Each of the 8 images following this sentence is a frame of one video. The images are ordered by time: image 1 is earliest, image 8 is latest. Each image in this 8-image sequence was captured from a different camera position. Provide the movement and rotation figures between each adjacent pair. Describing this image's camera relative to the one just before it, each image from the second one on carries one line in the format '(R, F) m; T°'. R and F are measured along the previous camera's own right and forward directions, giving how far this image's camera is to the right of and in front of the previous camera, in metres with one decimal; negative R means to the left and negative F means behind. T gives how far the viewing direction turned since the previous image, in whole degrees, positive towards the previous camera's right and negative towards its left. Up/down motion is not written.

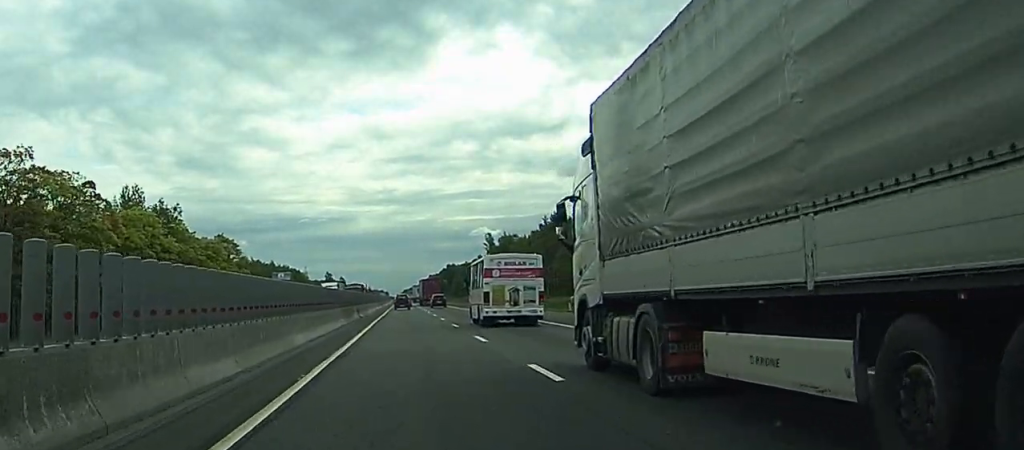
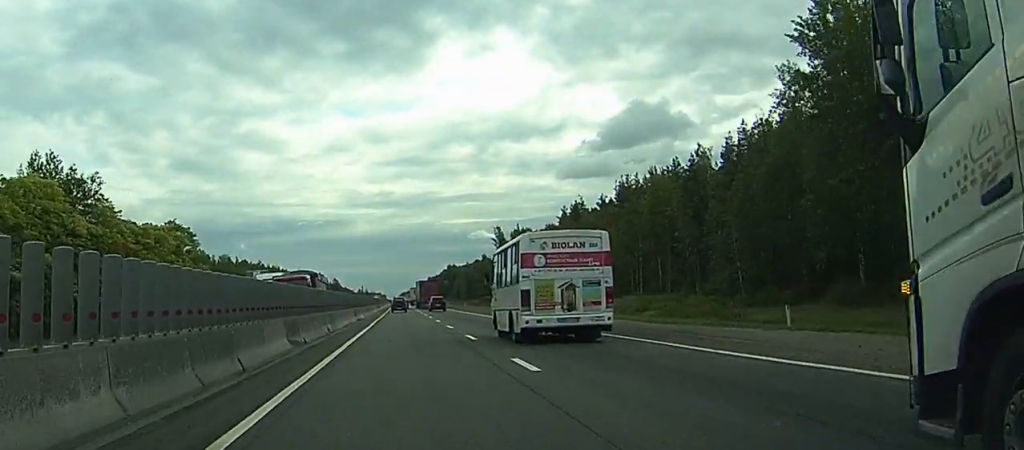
(0.0, +34.0) m; 0°
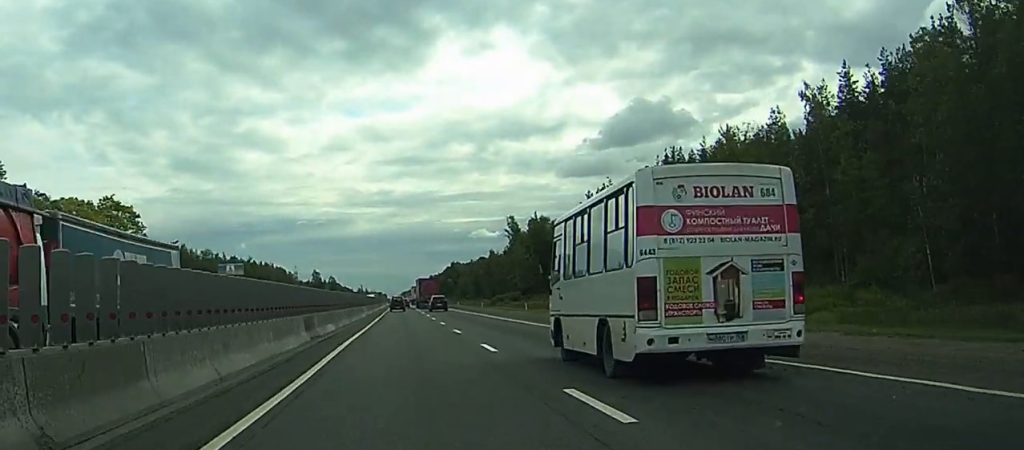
(0.0, +30.0) m; 0°
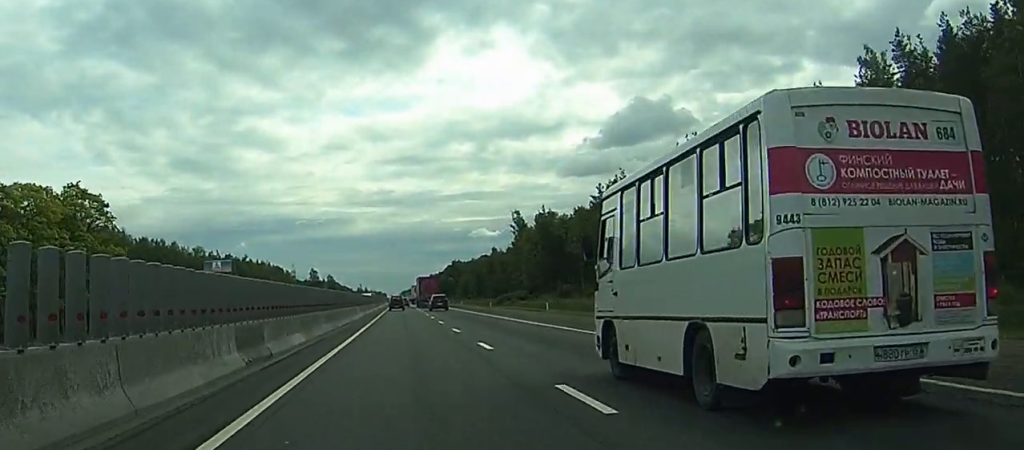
(0.0, +11.5) m; 0°
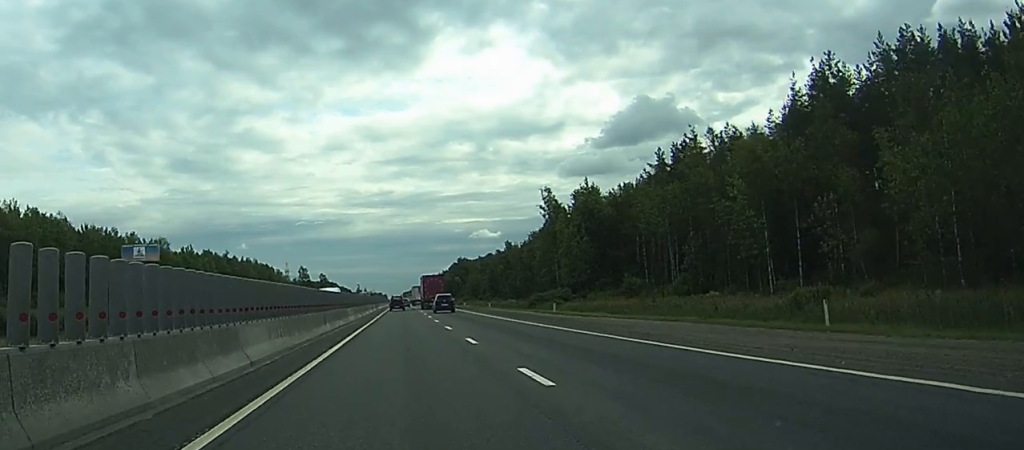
(+0.4, +44.8) m; +2°
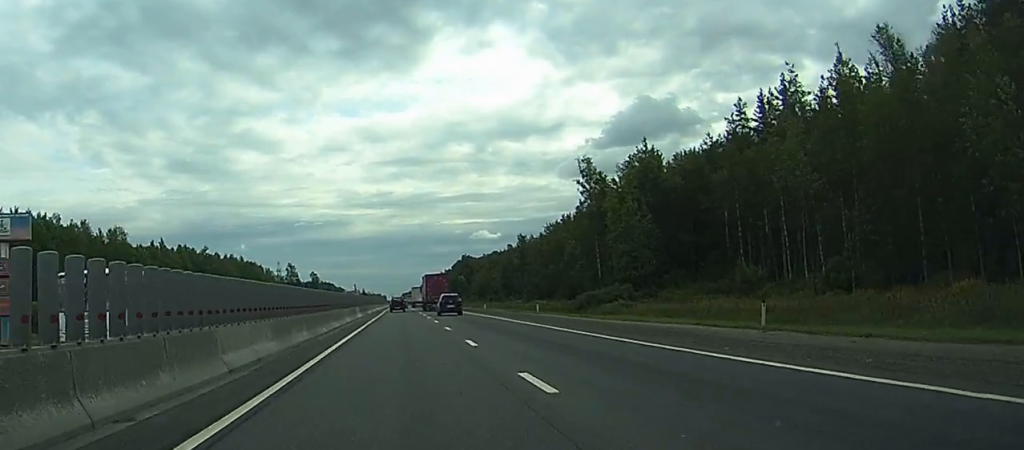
(+0.5, +36.9) m; -1°
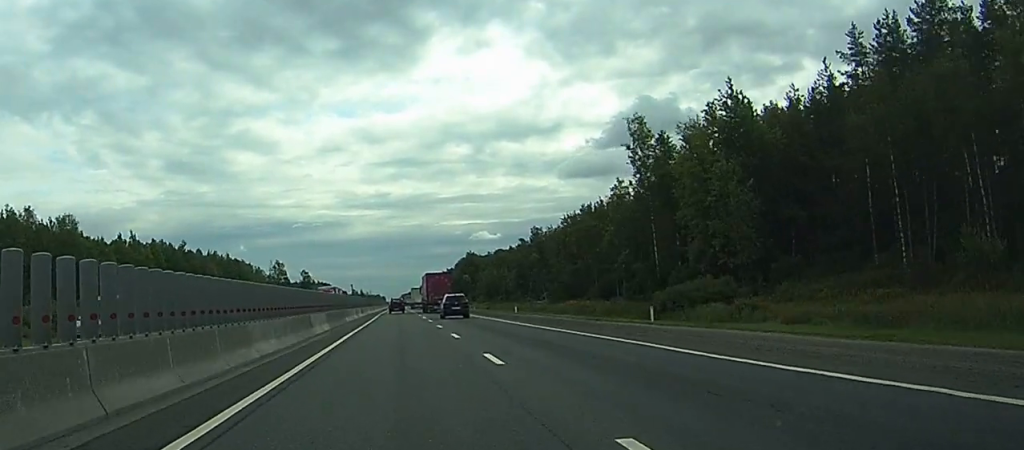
(-1.1, +30.5) m; -1°
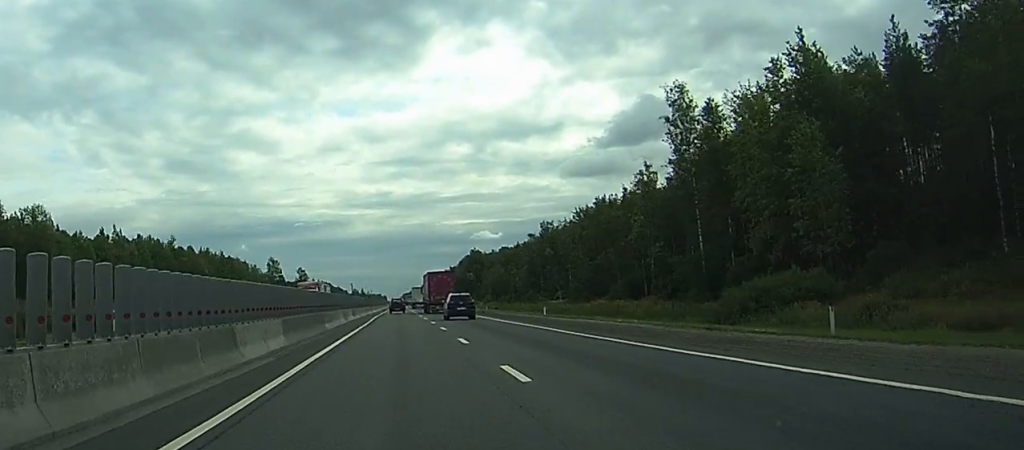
(+0.4, +15.3) m; +1°
